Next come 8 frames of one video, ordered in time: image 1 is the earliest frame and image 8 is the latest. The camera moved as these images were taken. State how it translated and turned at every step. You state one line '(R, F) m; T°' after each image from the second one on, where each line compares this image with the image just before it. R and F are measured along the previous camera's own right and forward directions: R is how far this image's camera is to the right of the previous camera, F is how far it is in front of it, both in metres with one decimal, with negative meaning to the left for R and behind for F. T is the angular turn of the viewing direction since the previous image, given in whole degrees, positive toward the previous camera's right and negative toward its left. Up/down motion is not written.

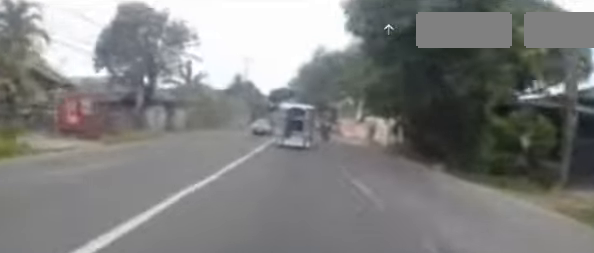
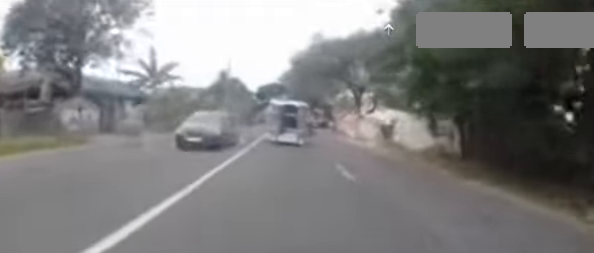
(+0.1, +7.7) m; 0°
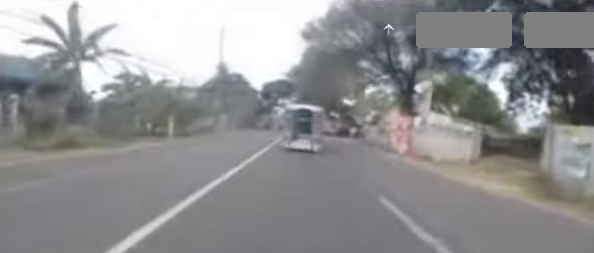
(-0.2, +12.3) m; -2°
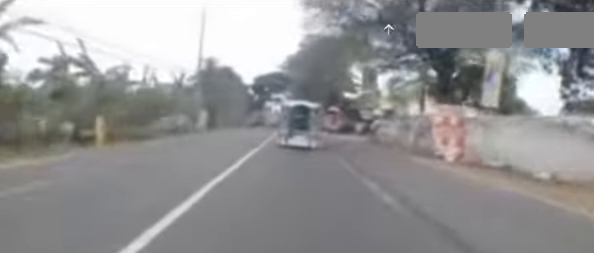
(0.0, +6.8) m; 0°
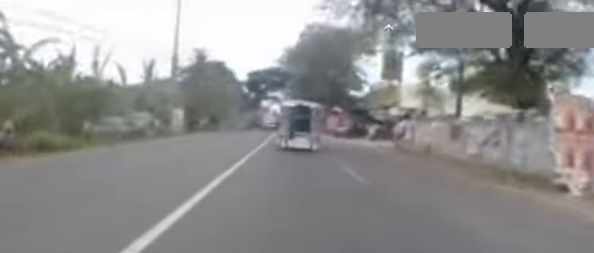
(0.0, +6.7) m; +1°
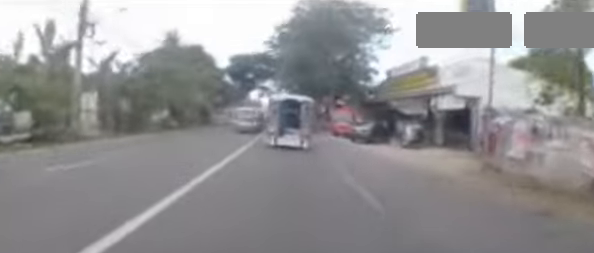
(+0.3, +10.4) m; 0°
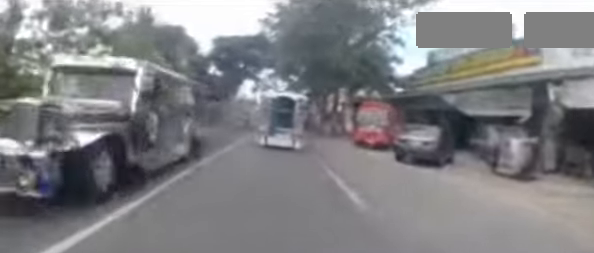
(-0.4, +9.7) m; -1°
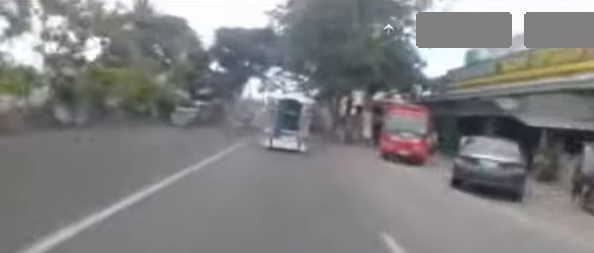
(-0.1, +3.7) m; +1°
